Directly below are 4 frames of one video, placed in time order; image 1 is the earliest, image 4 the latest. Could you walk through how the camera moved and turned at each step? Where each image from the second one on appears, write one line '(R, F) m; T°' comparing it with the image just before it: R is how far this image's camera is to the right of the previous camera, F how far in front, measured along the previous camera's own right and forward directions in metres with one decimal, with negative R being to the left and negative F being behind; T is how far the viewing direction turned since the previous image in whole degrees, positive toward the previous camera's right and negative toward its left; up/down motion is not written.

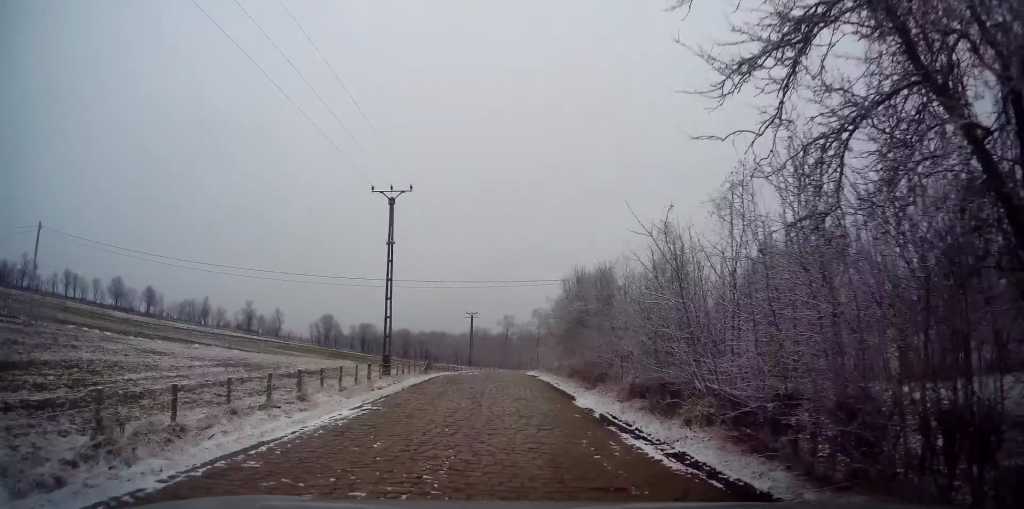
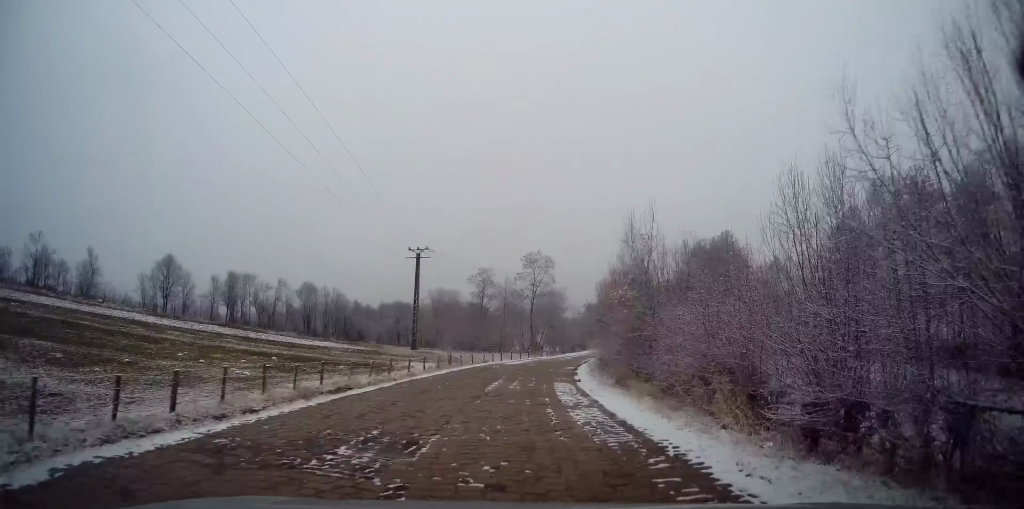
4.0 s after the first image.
(+0.2, +50.4) m; +2°
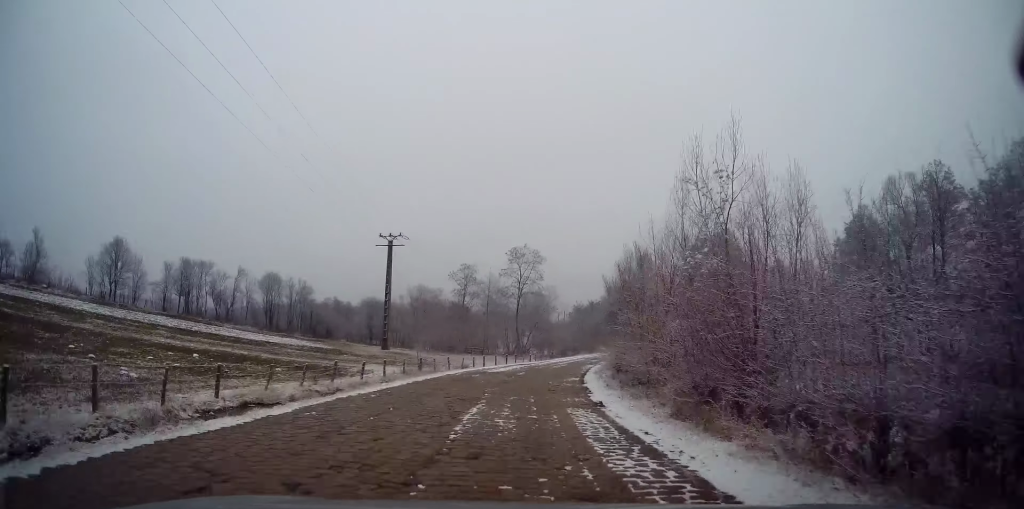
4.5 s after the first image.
(-0.1, +6.9) m; +1°
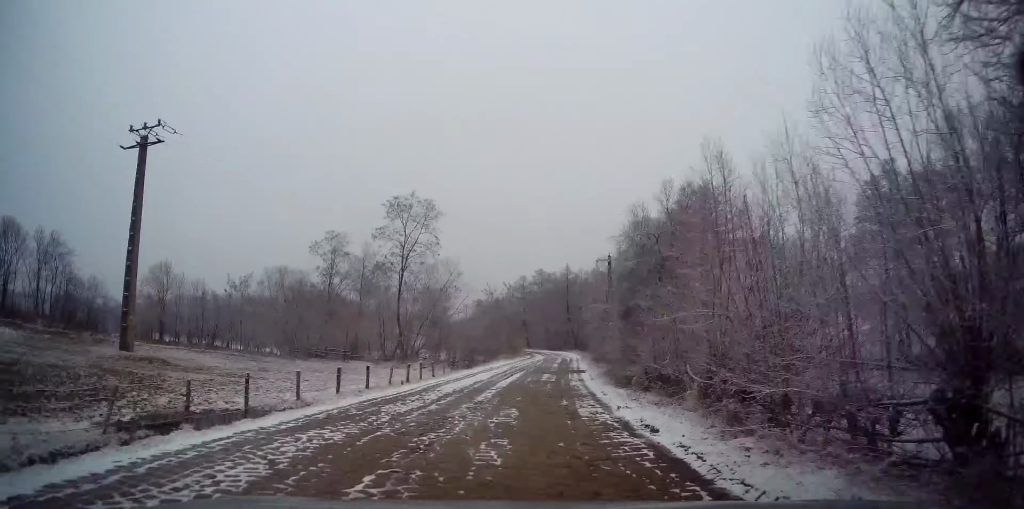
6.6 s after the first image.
(+1.5, +26.4) m; +9°
